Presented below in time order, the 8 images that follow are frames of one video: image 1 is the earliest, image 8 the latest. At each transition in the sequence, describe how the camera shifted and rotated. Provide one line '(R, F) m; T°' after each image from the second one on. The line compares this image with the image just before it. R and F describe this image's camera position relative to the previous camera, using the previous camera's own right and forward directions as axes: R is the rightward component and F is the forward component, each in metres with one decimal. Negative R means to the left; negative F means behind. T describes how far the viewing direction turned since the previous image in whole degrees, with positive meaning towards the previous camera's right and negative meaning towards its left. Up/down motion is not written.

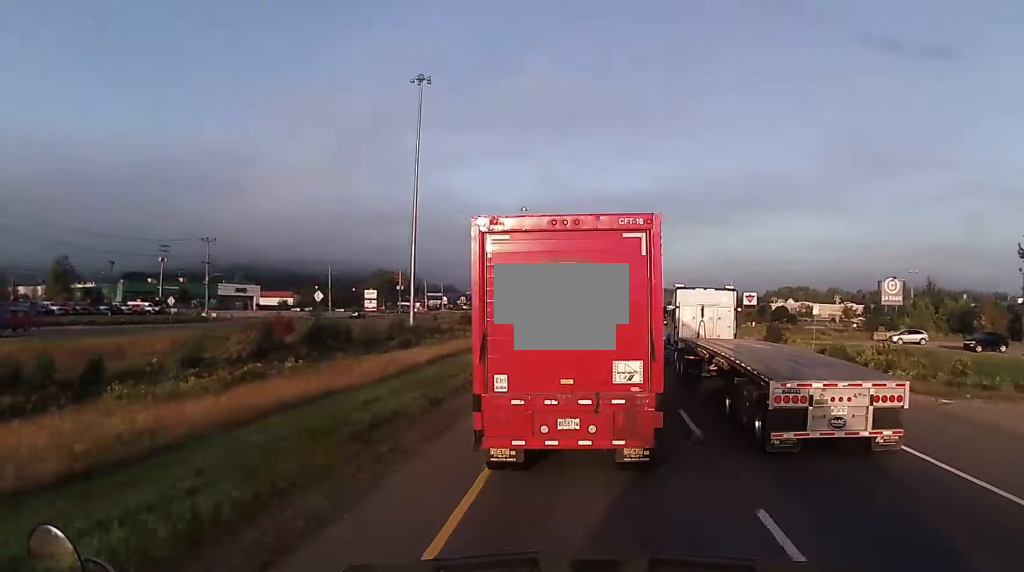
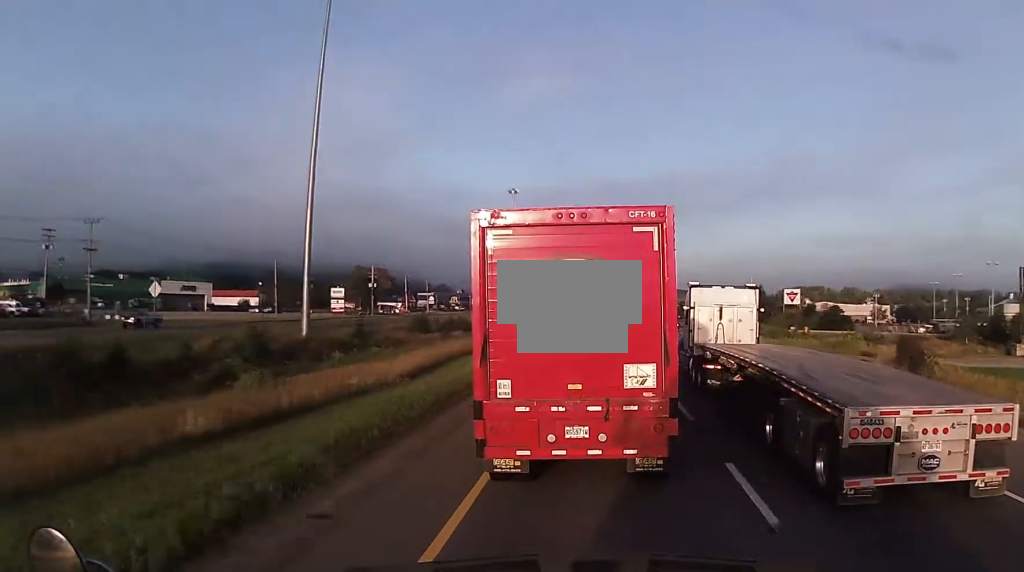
(0.0, +32.8) m; +1°
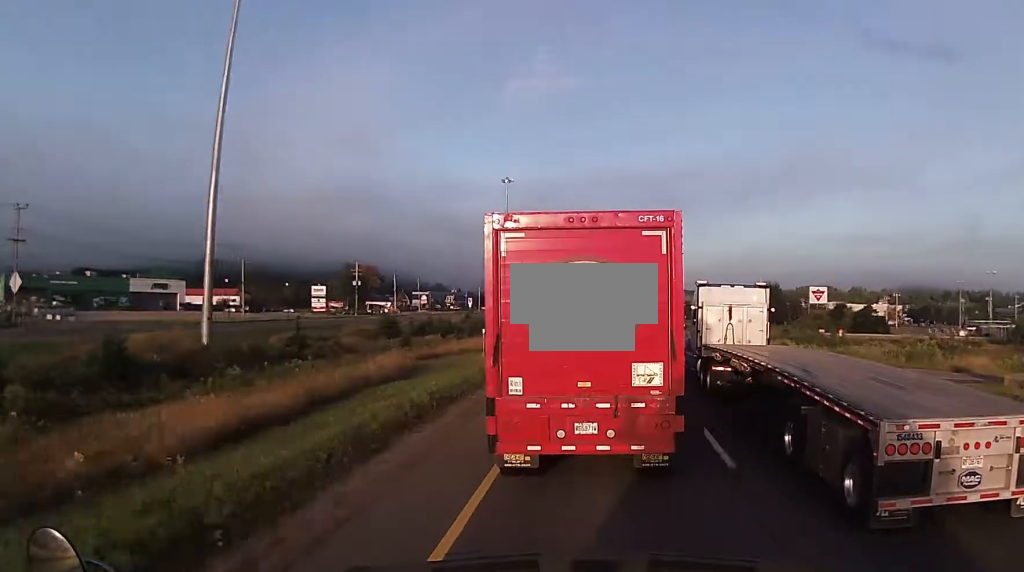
(+0.4, +14.9) m; 0°
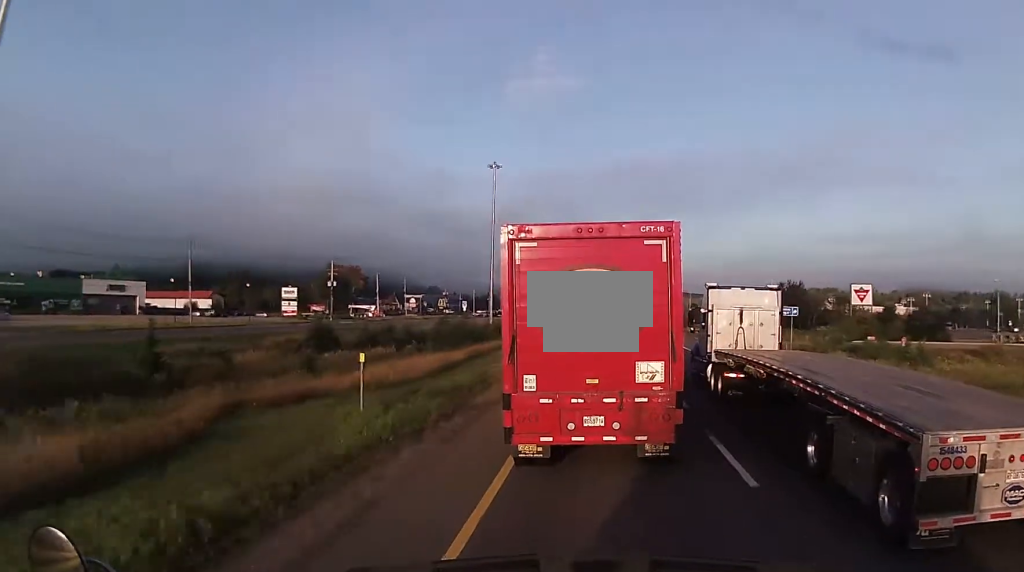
(-0.4, +19.0) m; -1°
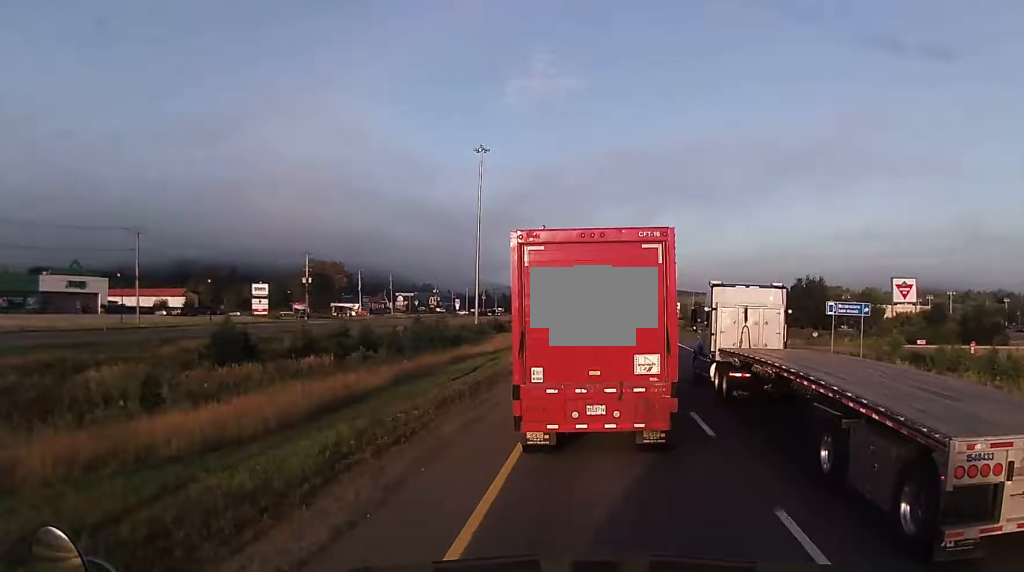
(-0.1, +14.5) m; 0°
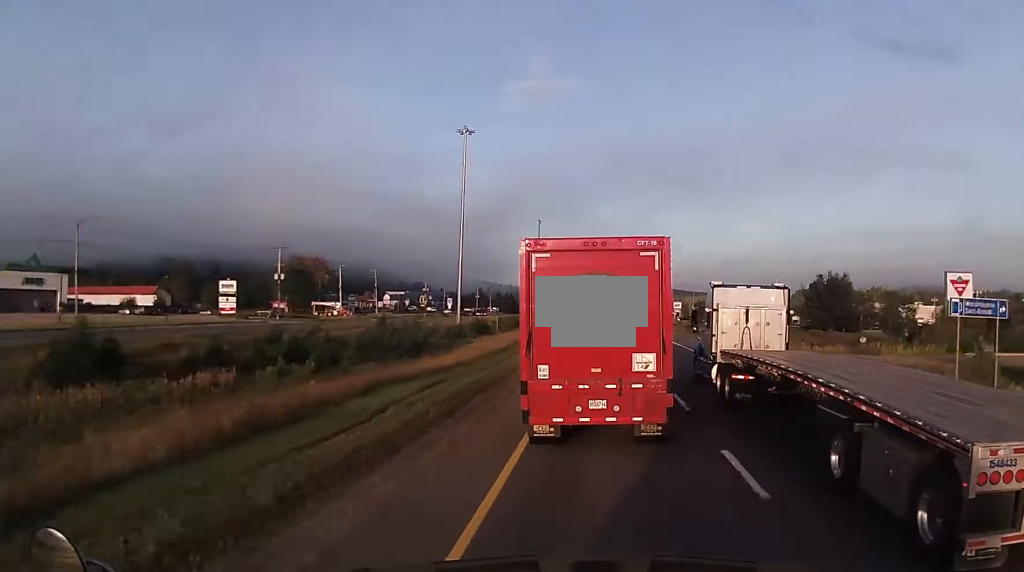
(-0.1, +13.7) m; +1°
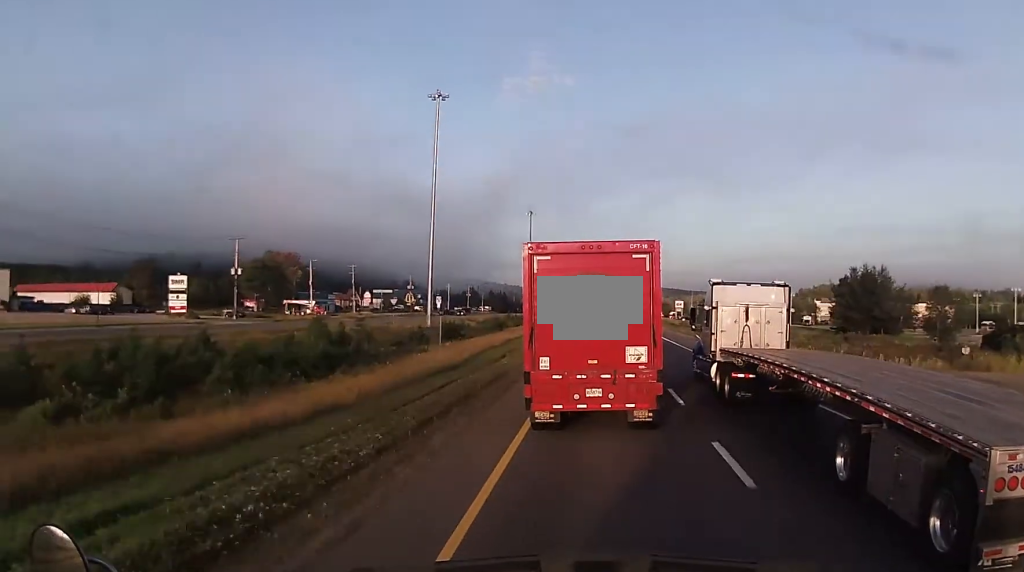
(+0.4, +17.3) m; 0°
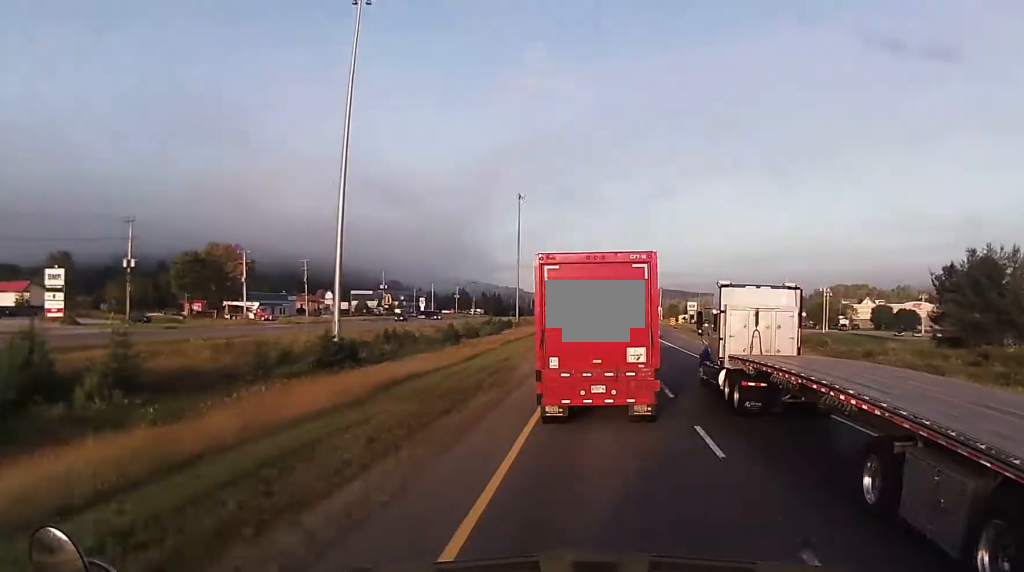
(-0.3, +33.4) m; 0°
